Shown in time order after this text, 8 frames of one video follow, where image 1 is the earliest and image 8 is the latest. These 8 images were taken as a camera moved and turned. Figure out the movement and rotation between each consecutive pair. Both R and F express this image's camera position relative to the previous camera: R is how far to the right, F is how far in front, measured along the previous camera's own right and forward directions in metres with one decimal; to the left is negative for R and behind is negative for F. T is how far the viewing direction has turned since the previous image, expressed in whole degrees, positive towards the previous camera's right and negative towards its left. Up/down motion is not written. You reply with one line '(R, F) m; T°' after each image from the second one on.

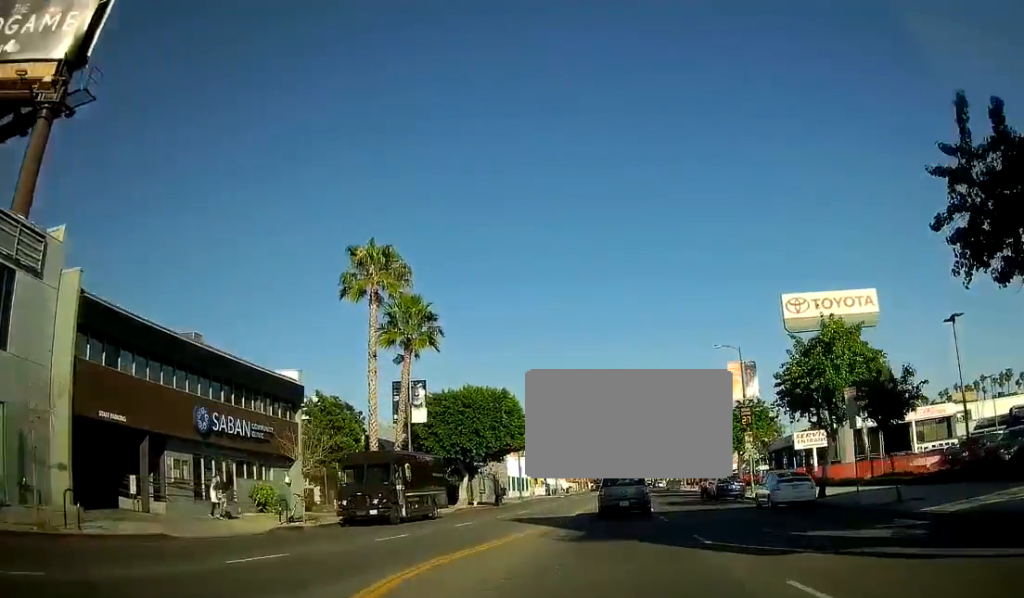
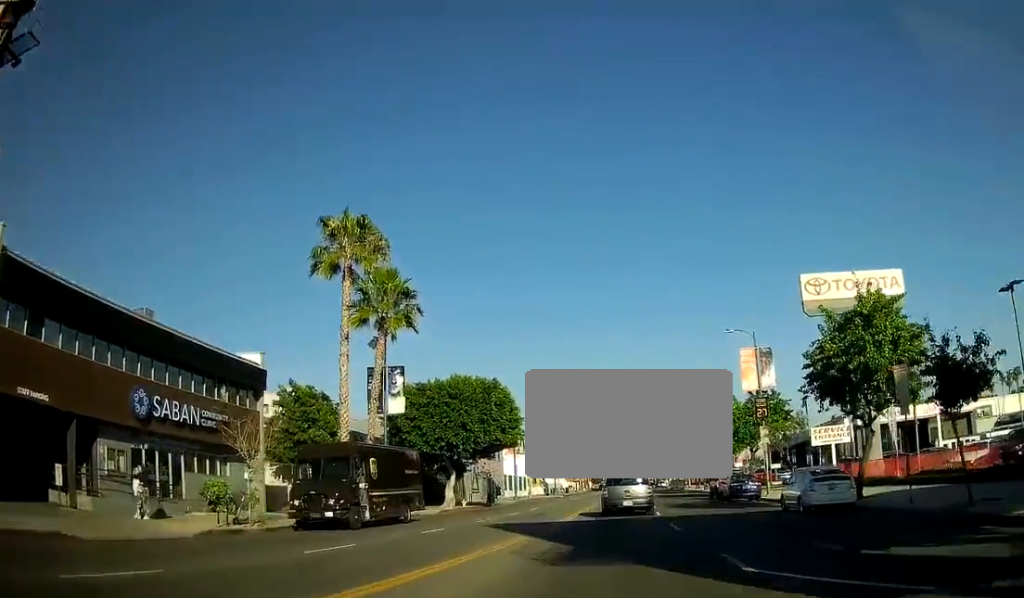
(+0.1, +4.9) m; -1°
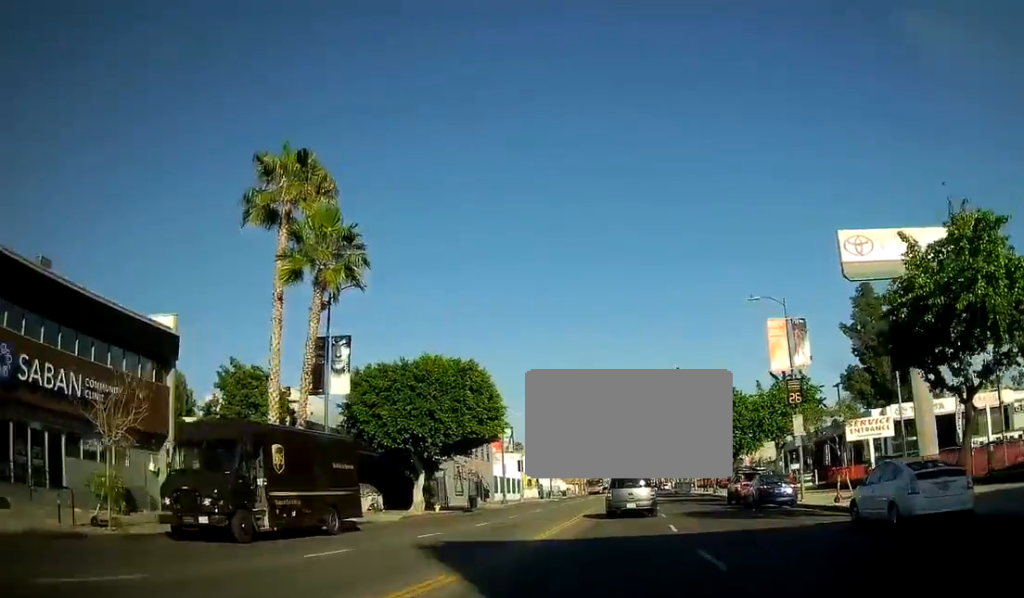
(-0.2, +7.5) m; -1°
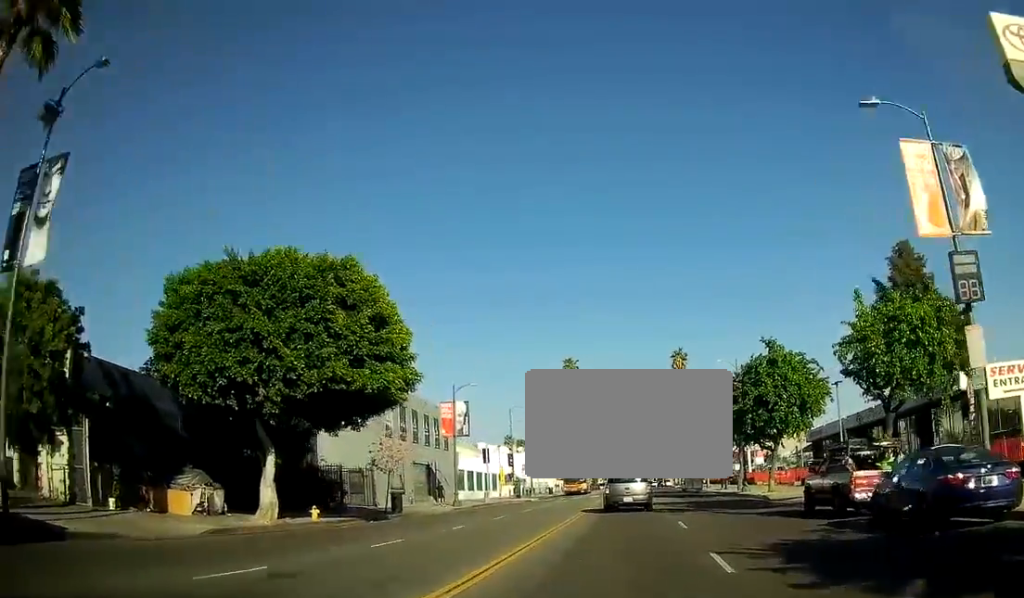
(+0.1, +17.3) m; +1°
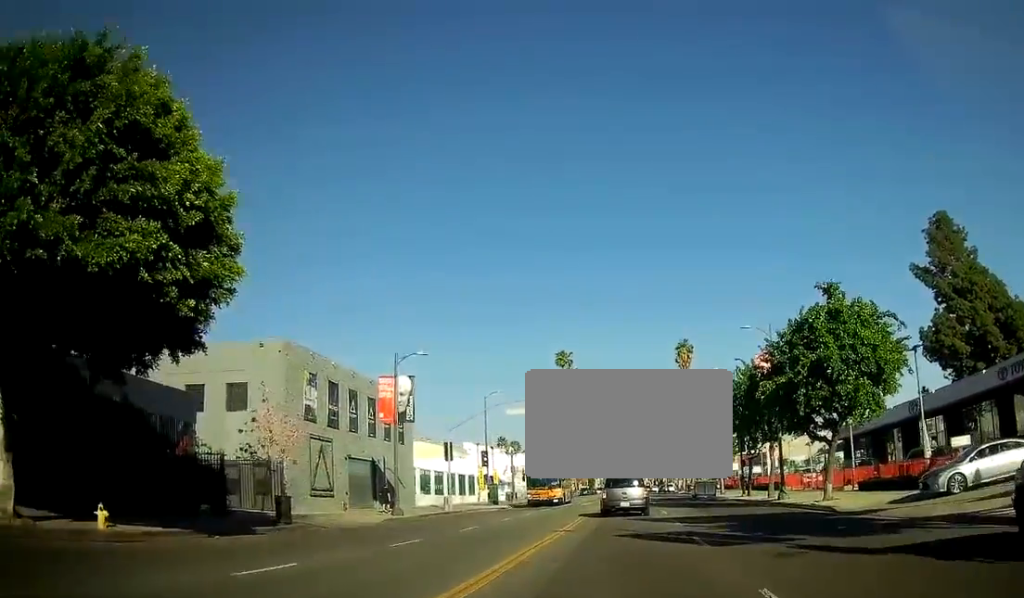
(+0.1, +12.3) m; +1°
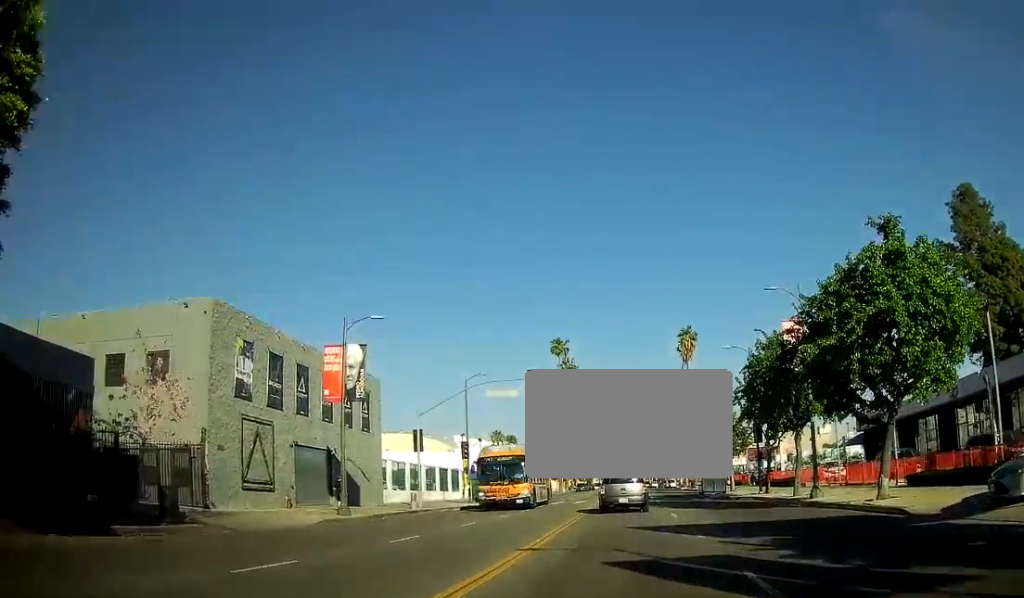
(+0.1, +6.8) m; 0°
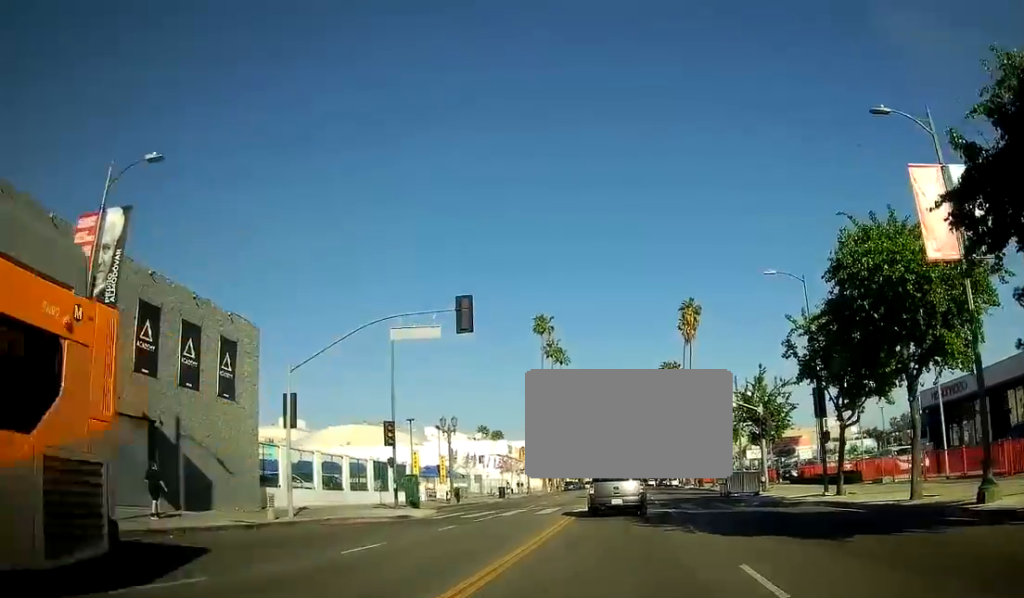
(-0.1, +16.2) m; +1°
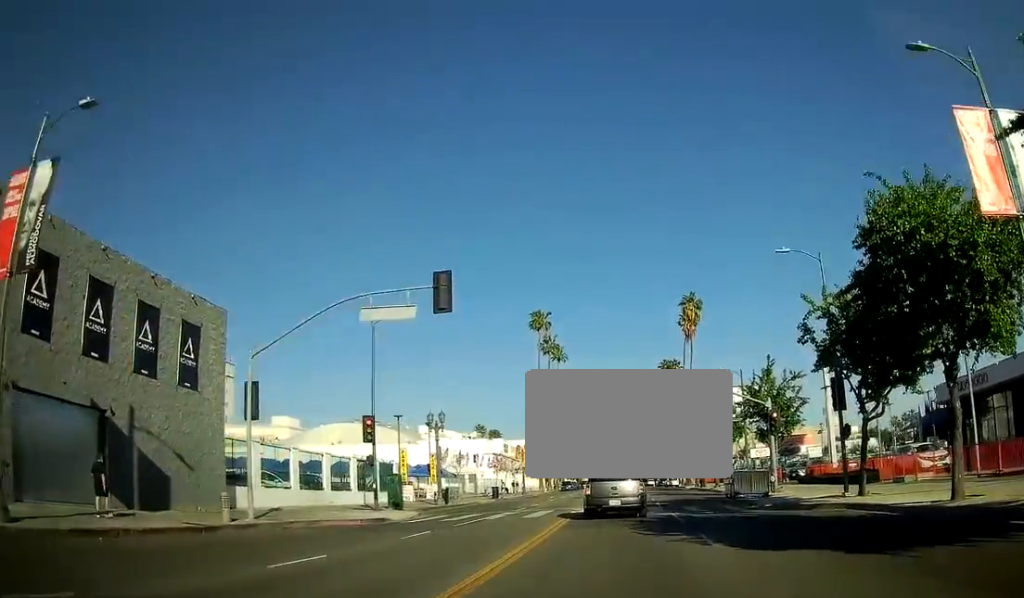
(0.0, +3.4) m; 0°
